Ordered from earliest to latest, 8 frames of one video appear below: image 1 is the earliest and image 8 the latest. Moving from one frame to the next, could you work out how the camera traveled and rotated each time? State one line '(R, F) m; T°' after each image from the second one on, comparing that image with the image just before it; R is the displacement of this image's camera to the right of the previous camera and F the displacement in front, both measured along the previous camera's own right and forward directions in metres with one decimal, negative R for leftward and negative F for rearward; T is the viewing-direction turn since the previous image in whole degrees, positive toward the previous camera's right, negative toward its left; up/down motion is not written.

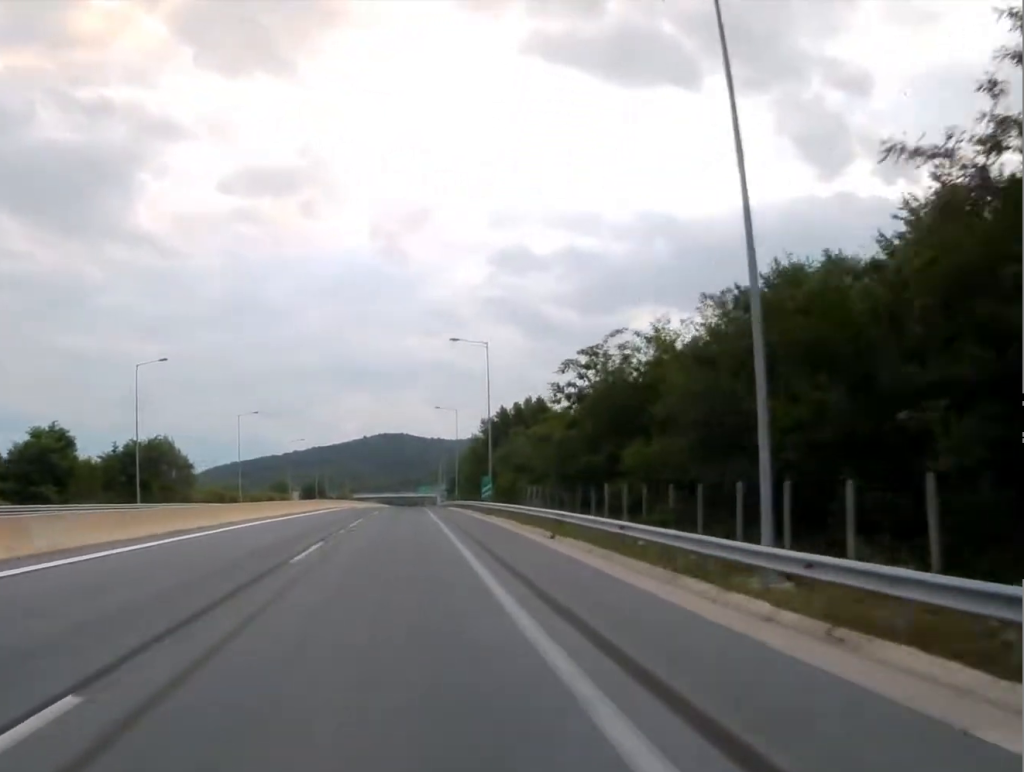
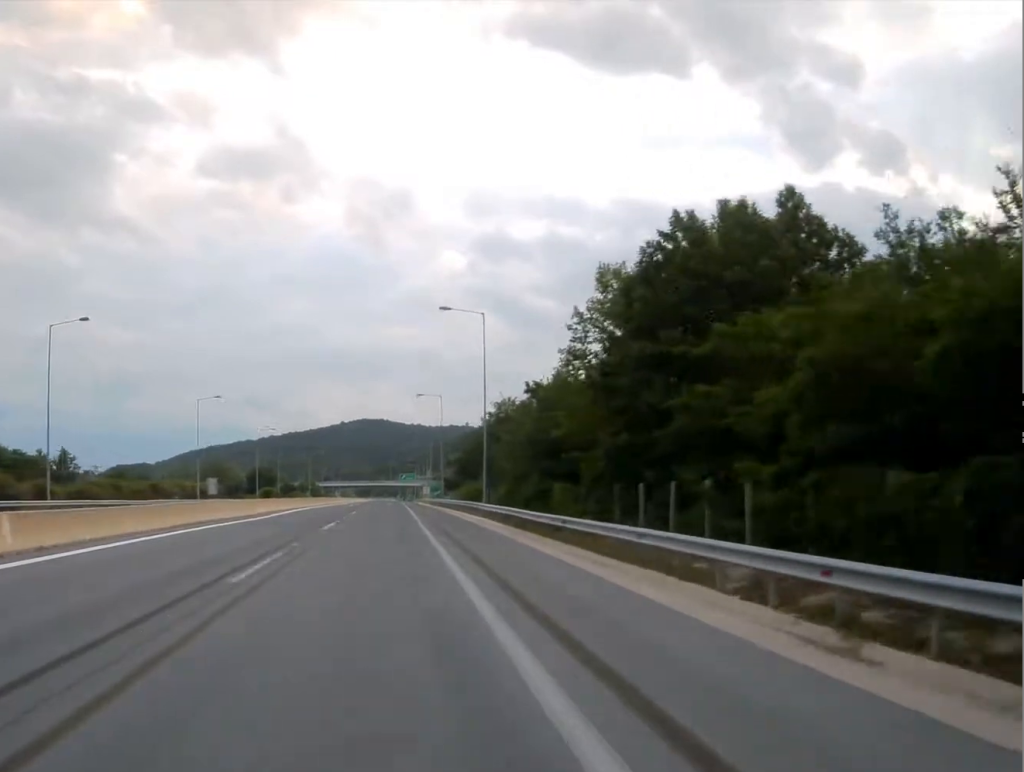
(+1.2, +58.3) m; +2°
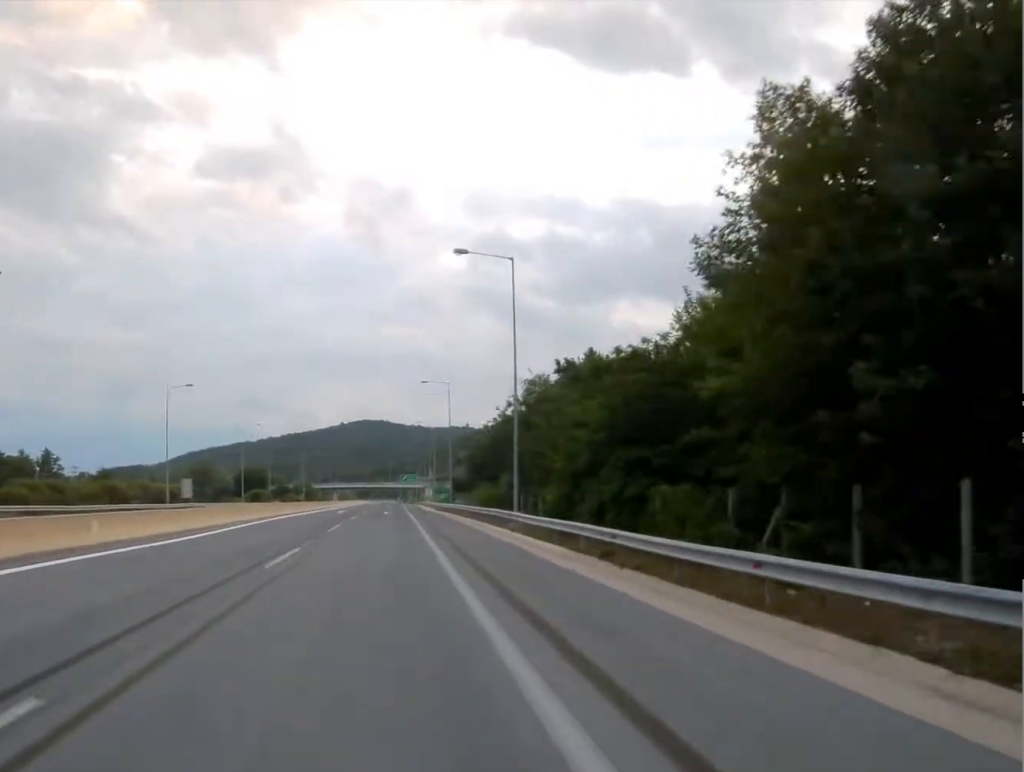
(+0.1, +14.6) m; 0°
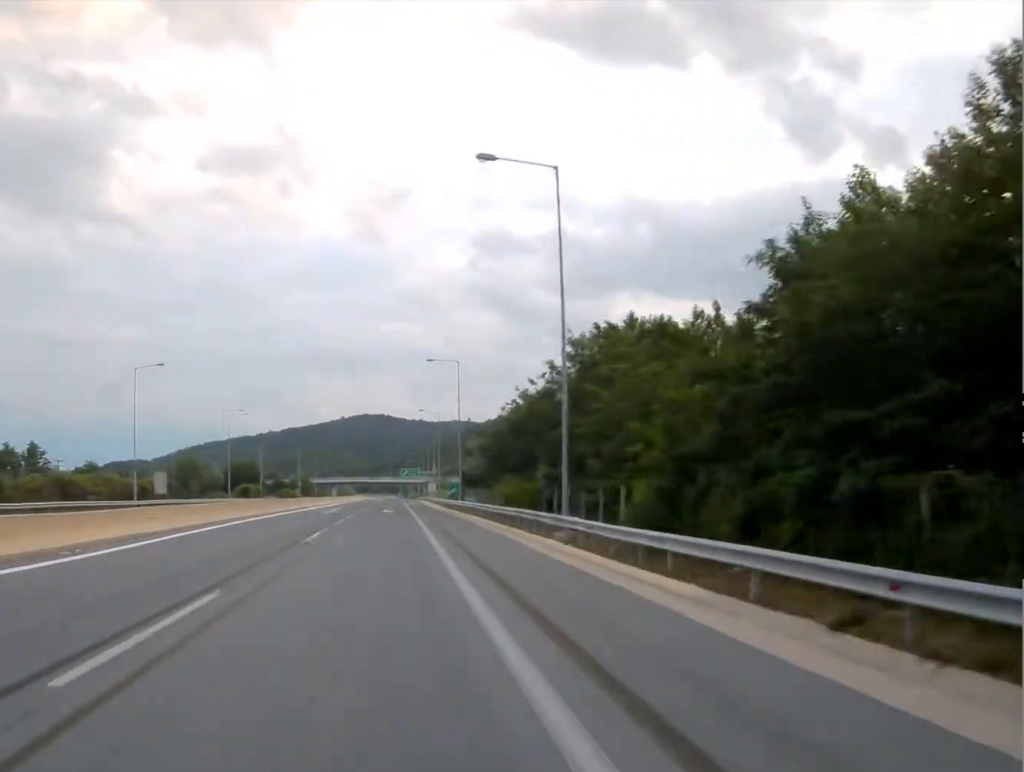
(0.0, +13.6) m; 0°
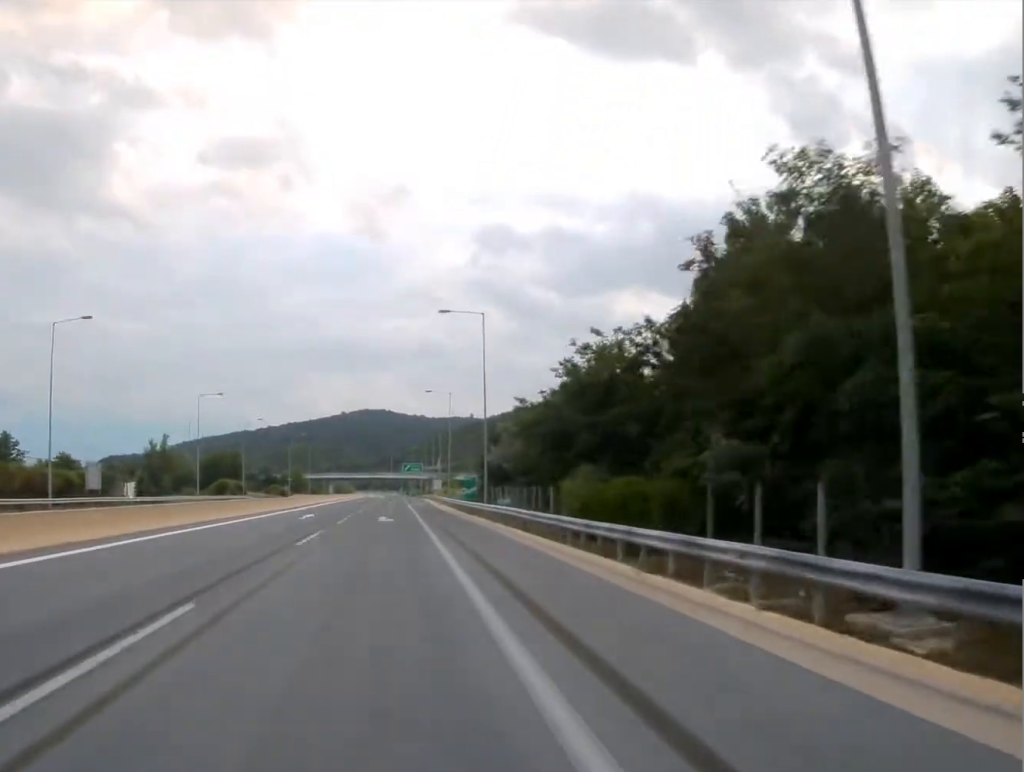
(0.0, +23.4) m; 0°
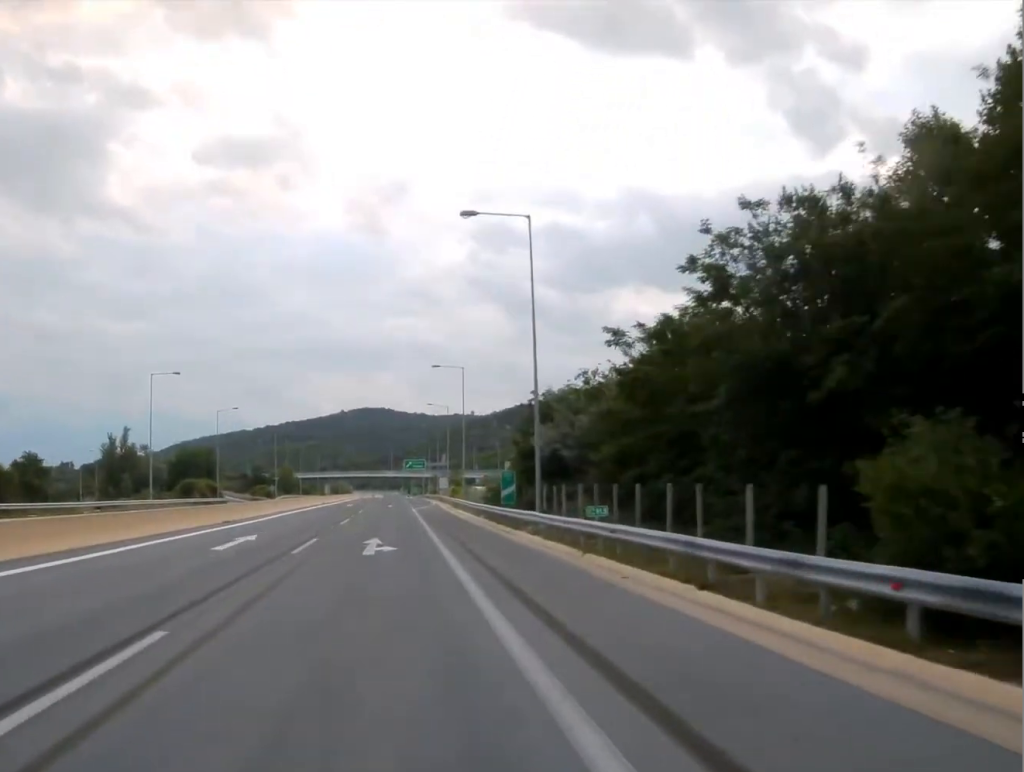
(-0.1, +25.3) m; 0°
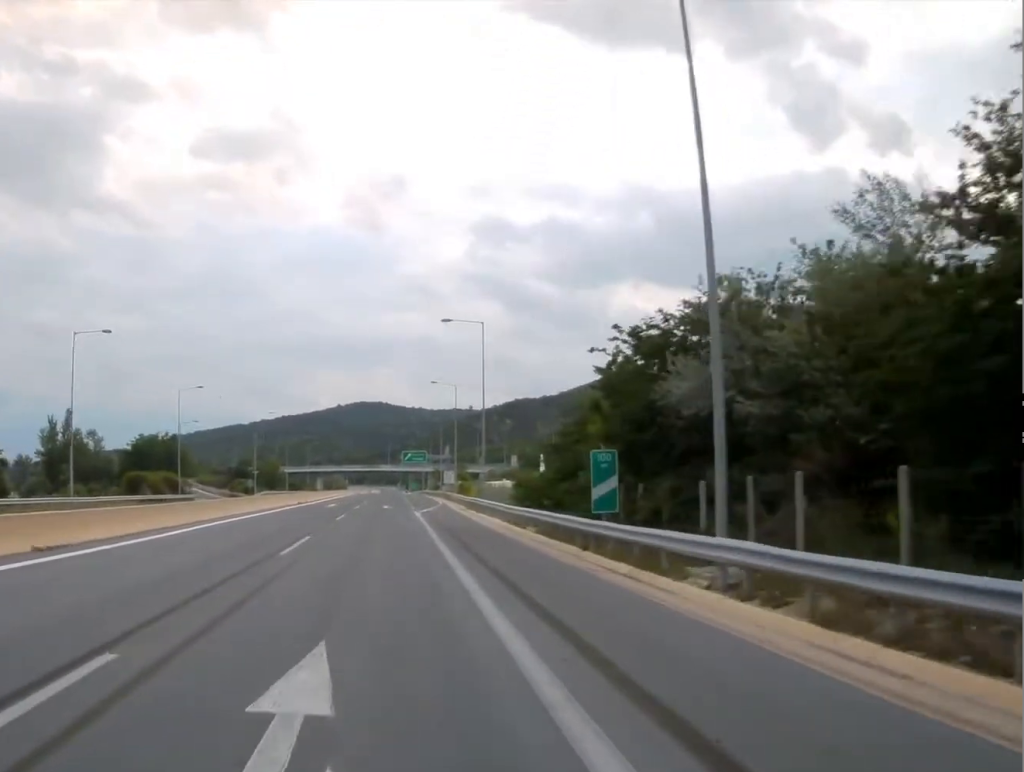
(0.0, +24.0) m; 0°
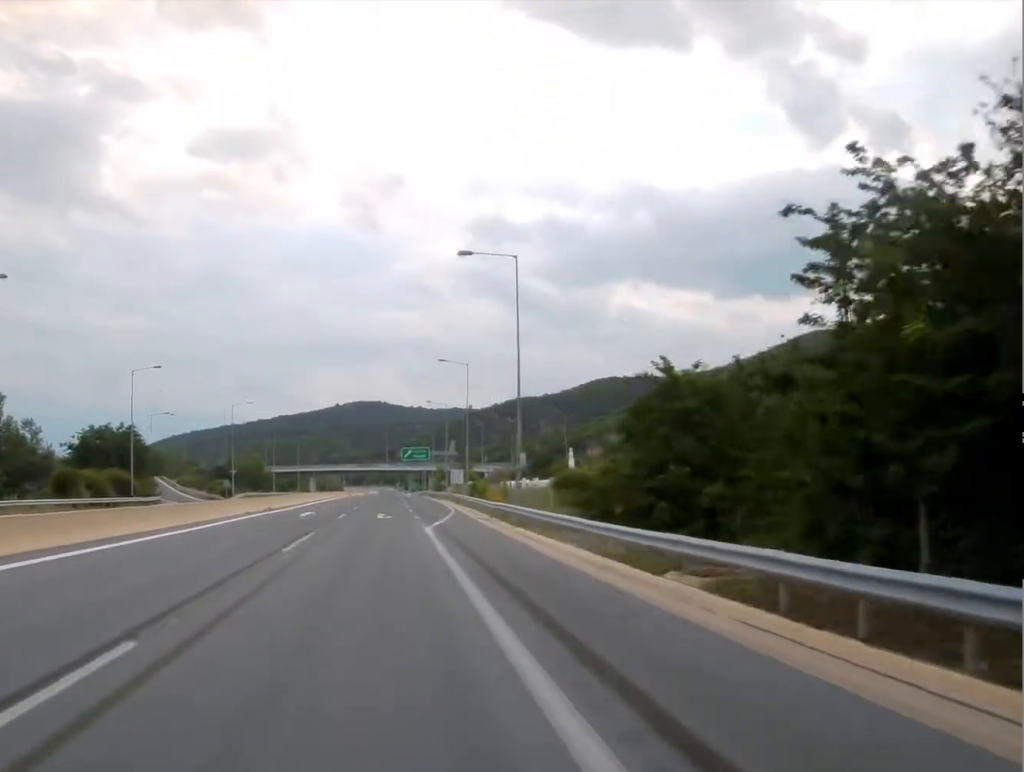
(0.0, +19.8) m; 0°
